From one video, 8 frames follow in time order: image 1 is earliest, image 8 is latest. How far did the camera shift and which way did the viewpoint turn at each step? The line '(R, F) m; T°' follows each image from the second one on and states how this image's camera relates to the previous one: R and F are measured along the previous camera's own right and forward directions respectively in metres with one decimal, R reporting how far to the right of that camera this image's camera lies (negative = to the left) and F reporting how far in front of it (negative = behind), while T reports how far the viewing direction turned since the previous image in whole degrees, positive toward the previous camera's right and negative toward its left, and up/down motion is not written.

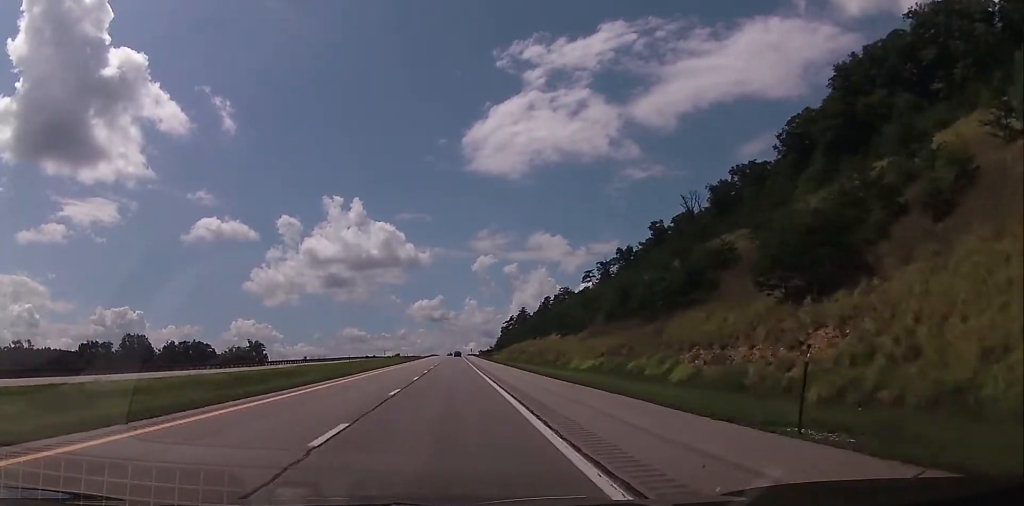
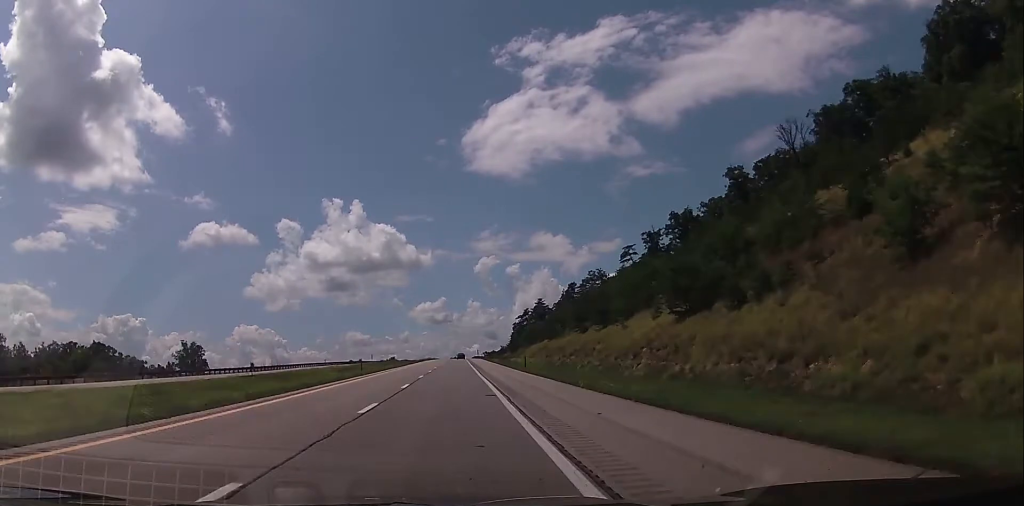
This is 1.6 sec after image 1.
(-0.2, +54.4) m; 0°
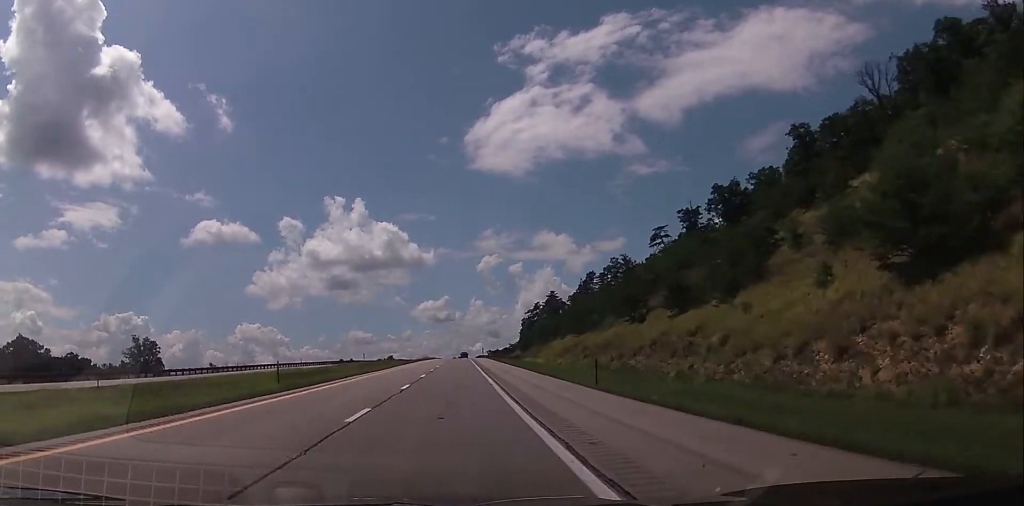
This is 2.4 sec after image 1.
(0.0, +26.6) m; 0°
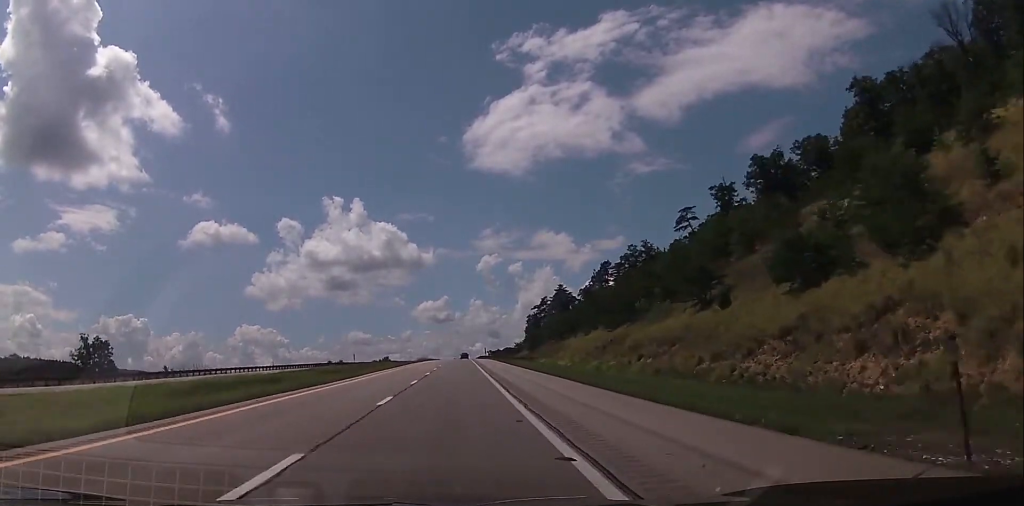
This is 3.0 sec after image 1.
(0.0, +20.0) m; 0°
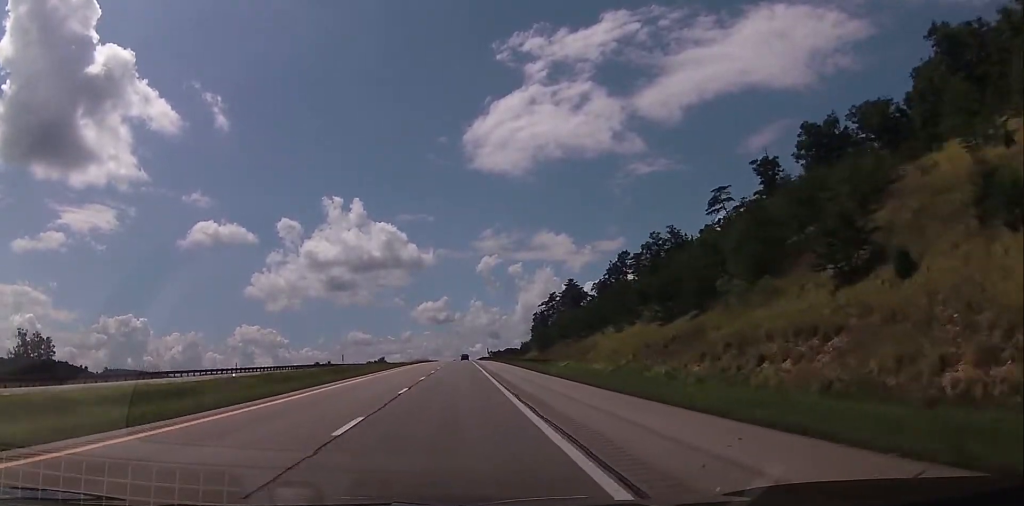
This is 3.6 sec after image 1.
(-0.3, +18.8) m; 0°
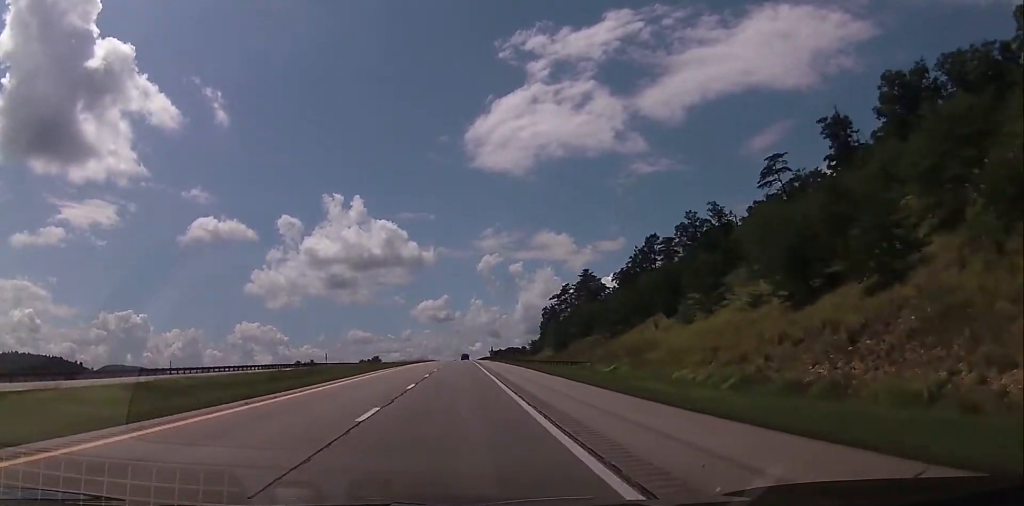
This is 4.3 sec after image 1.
(+0.1, +22.1) m; 0°
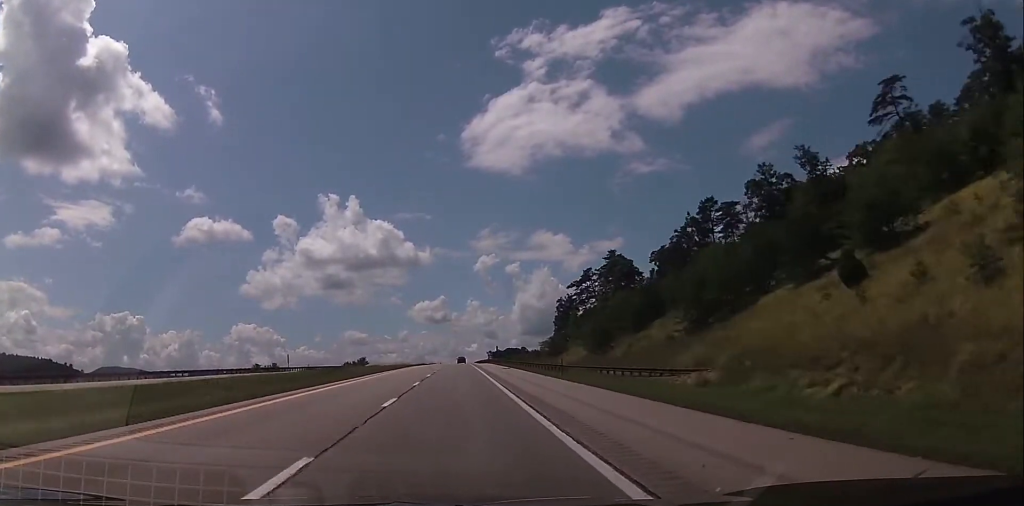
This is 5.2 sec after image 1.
(+0.4, +32.1) m; 0°
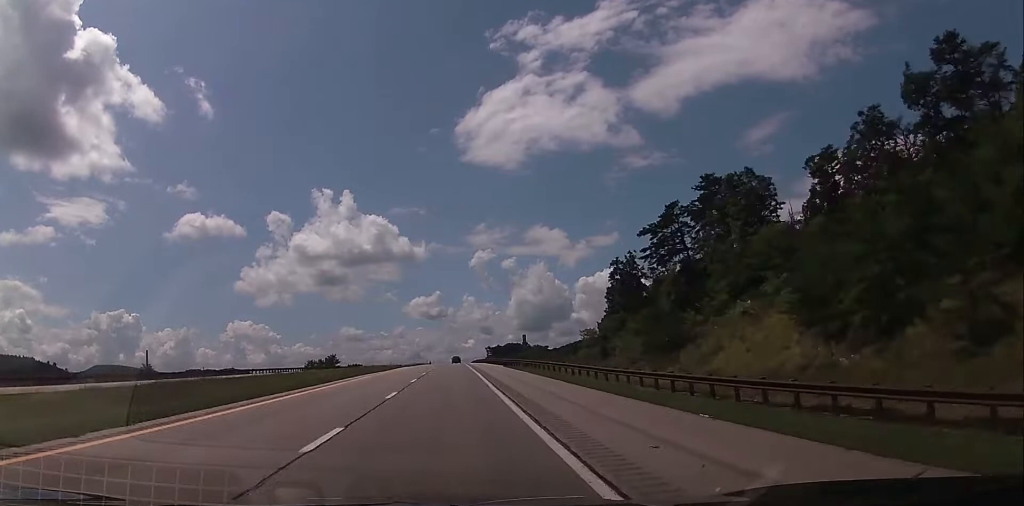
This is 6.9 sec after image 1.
(-0.7, +56.4) m; -1°
